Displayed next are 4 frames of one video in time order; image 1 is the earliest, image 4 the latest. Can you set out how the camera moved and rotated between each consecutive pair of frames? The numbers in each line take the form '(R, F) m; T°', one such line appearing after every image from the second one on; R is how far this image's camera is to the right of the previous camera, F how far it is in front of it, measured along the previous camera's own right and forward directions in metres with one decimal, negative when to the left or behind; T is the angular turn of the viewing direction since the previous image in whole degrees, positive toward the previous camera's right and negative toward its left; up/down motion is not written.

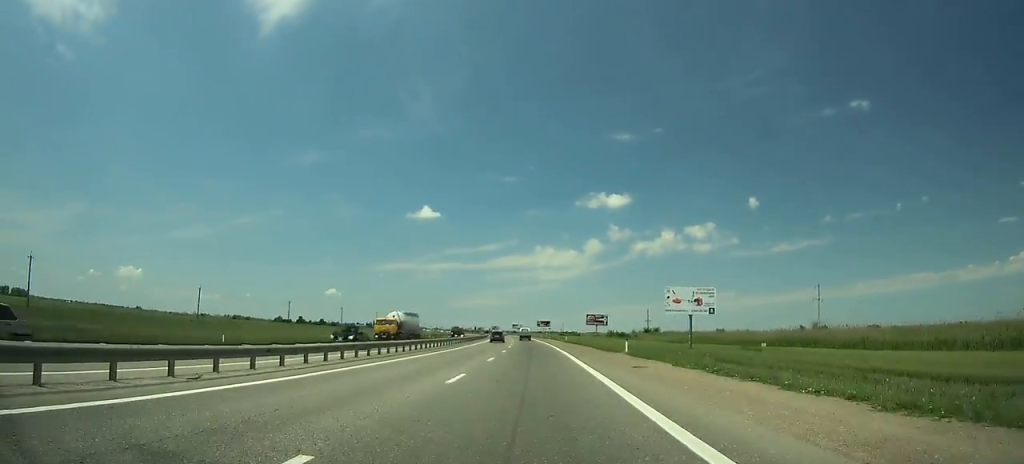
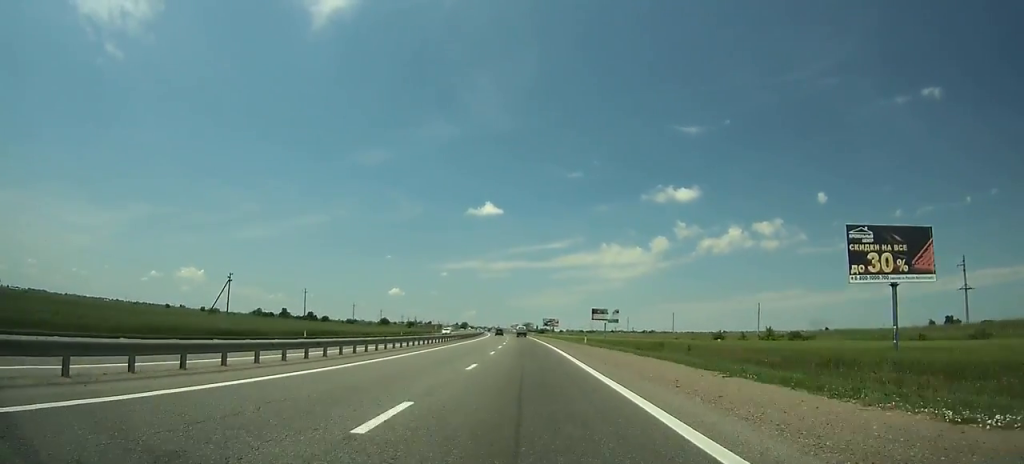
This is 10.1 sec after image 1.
(-12.6, +234.1) m; -6°
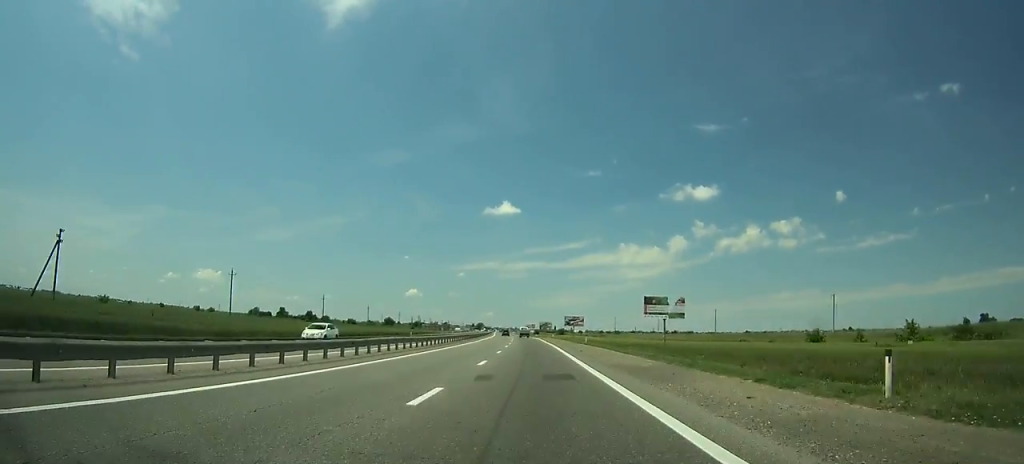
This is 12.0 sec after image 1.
(-0.3, +44.6) m; -1°
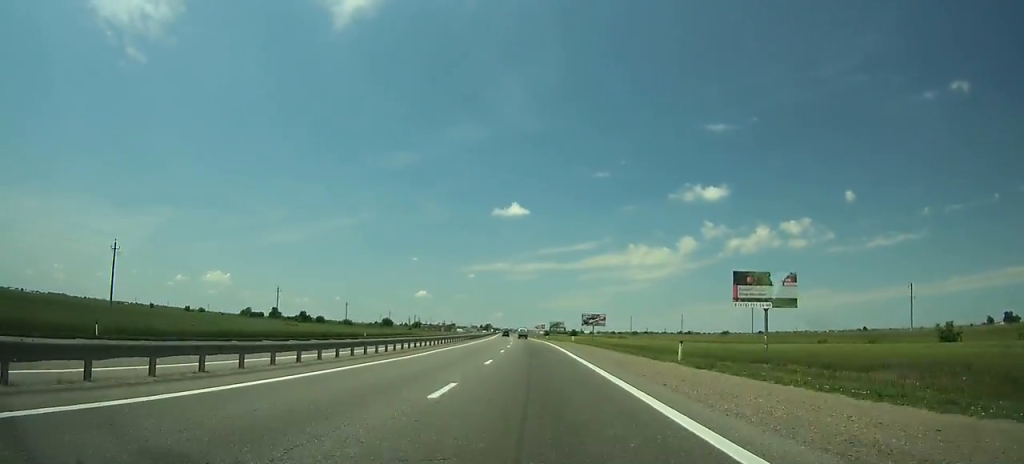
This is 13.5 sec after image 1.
(-0.6, +35.1) m; -1°
